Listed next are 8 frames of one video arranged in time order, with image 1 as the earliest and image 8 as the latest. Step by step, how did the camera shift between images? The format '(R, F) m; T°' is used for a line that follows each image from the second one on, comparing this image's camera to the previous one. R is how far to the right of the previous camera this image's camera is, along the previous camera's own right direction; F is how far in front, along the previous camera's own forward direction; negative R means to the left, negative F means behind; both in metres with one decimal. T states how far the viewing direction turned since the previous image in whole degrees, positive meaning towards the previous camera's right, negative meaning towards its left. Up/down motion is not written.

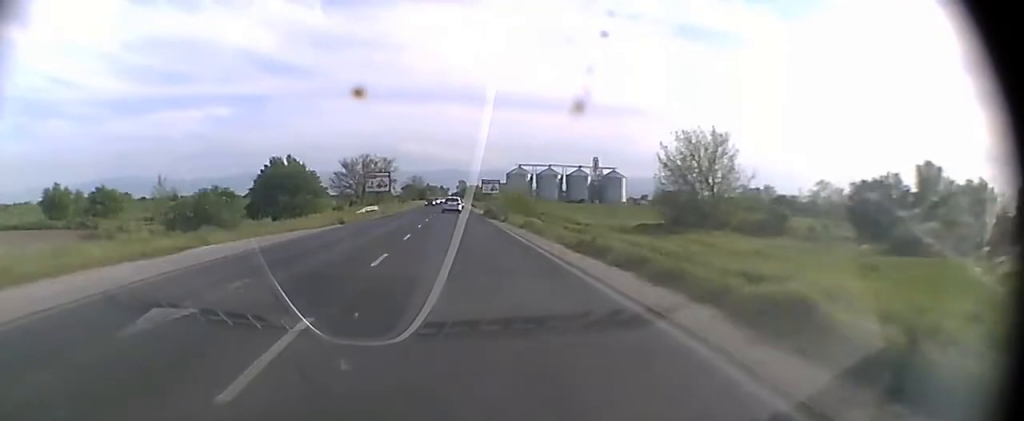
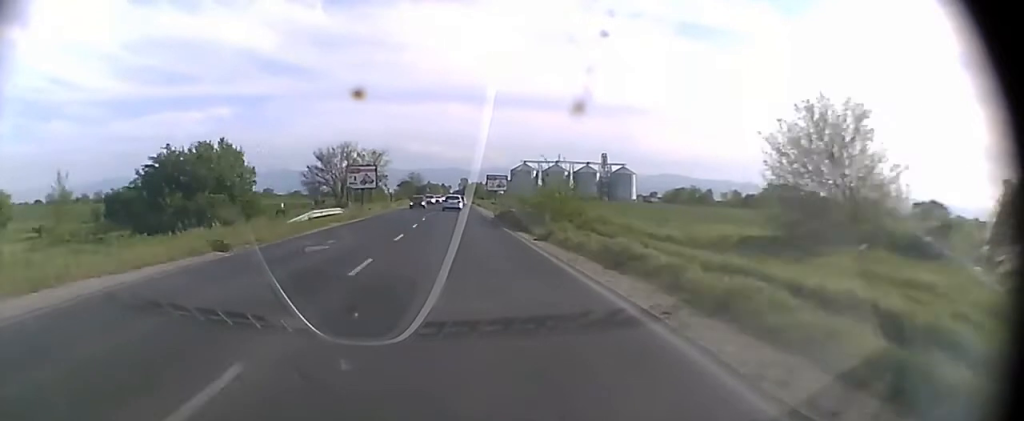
(-0.1, +19.9) m; 0°
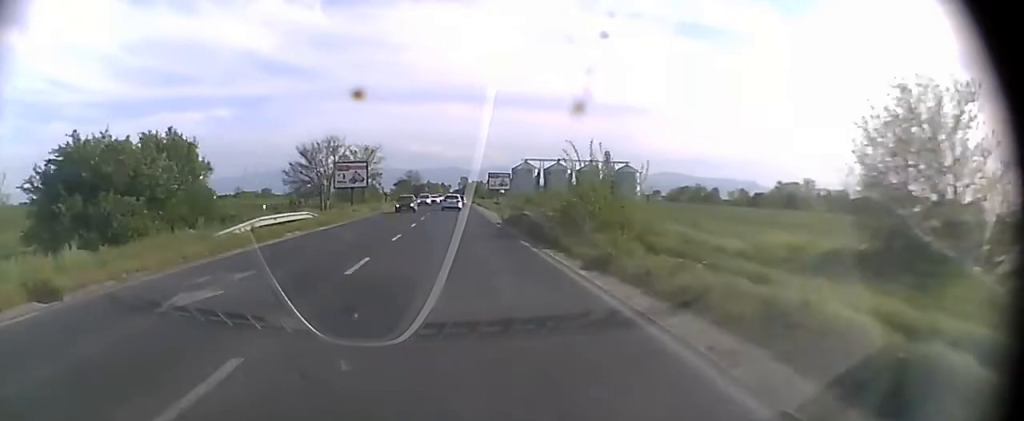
(0.0, +8.8) m; 0°
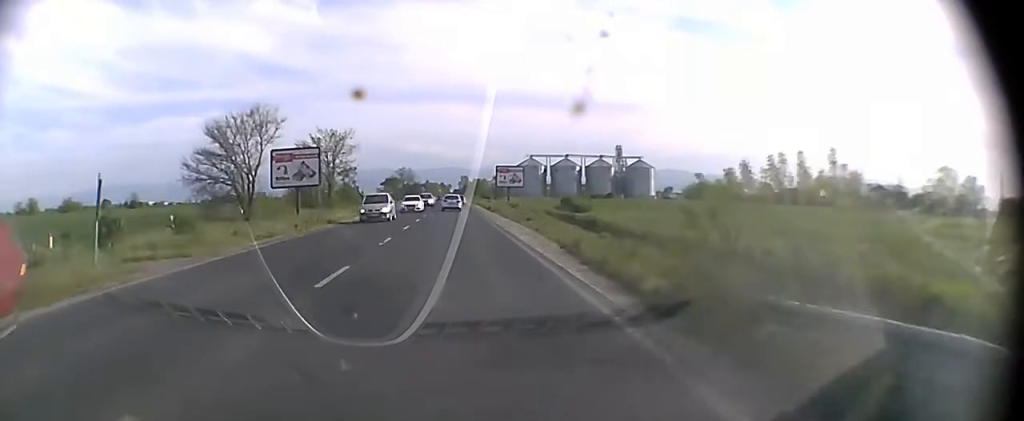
(0.0, +28.3) m; 0°
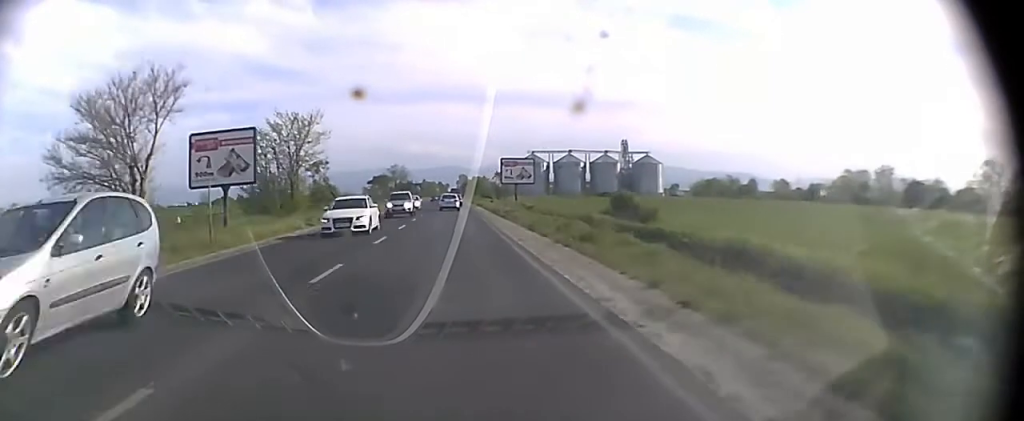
(0.0, +17.2) m; 0°
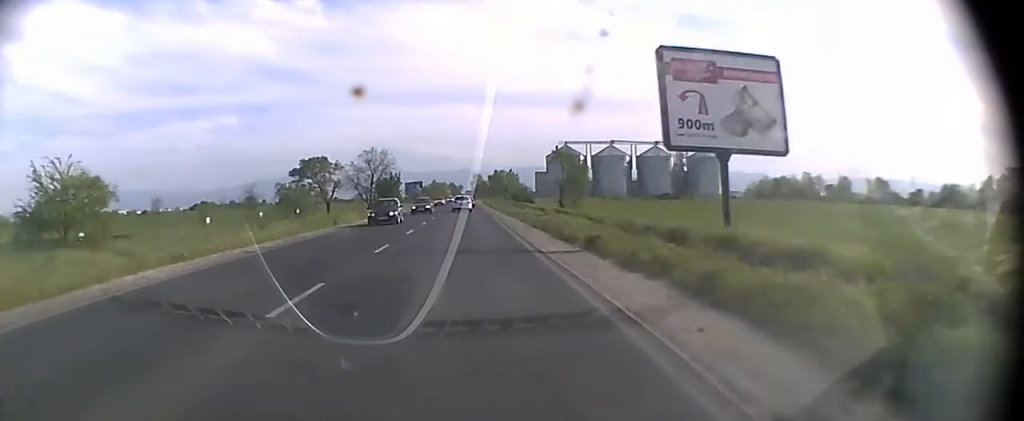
(-0.2, +65.4) m; -1°
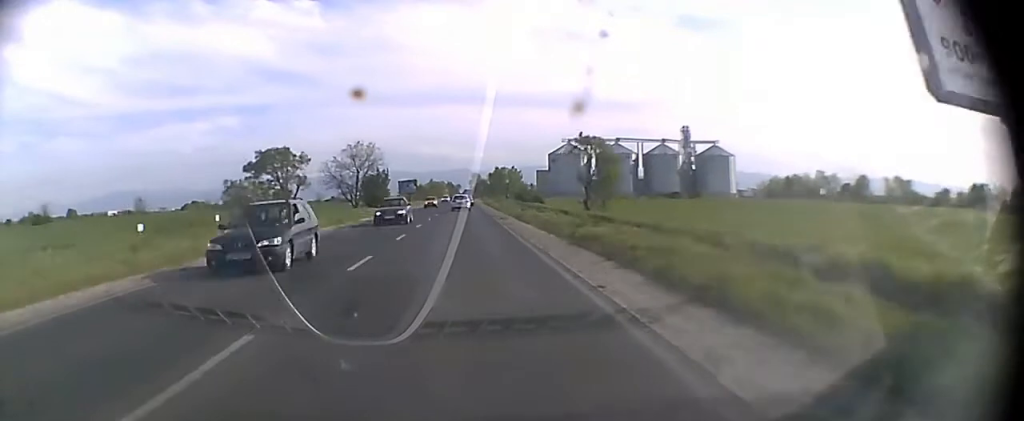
(0.0, +12.7) m; 0°
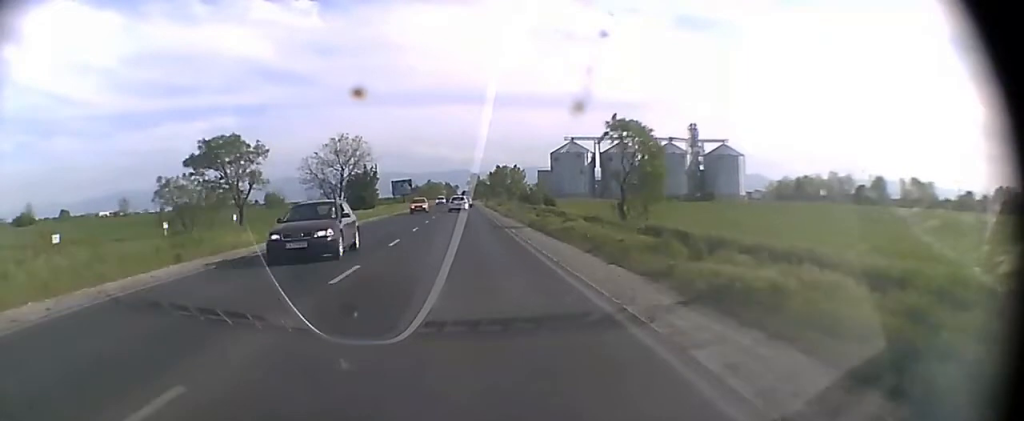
(0.0, +10.7) m; 0°
